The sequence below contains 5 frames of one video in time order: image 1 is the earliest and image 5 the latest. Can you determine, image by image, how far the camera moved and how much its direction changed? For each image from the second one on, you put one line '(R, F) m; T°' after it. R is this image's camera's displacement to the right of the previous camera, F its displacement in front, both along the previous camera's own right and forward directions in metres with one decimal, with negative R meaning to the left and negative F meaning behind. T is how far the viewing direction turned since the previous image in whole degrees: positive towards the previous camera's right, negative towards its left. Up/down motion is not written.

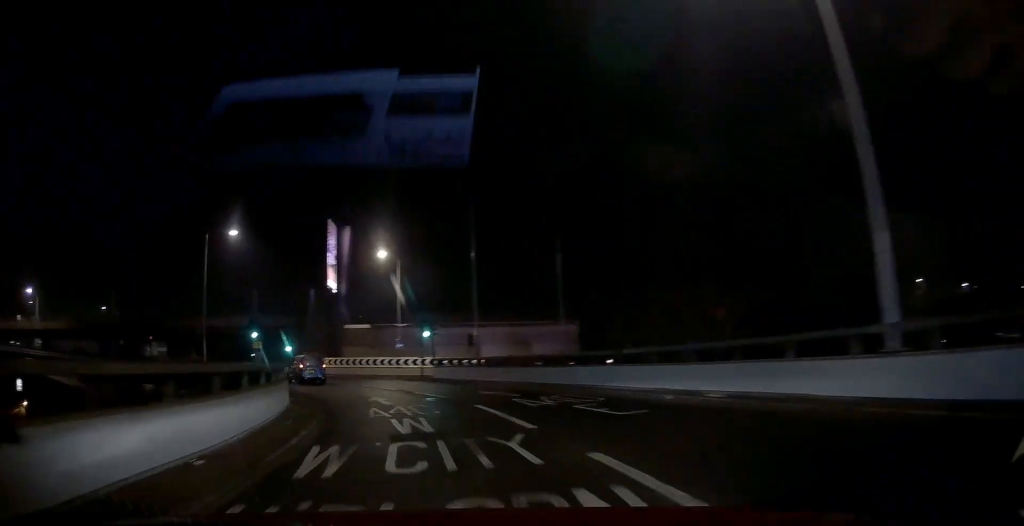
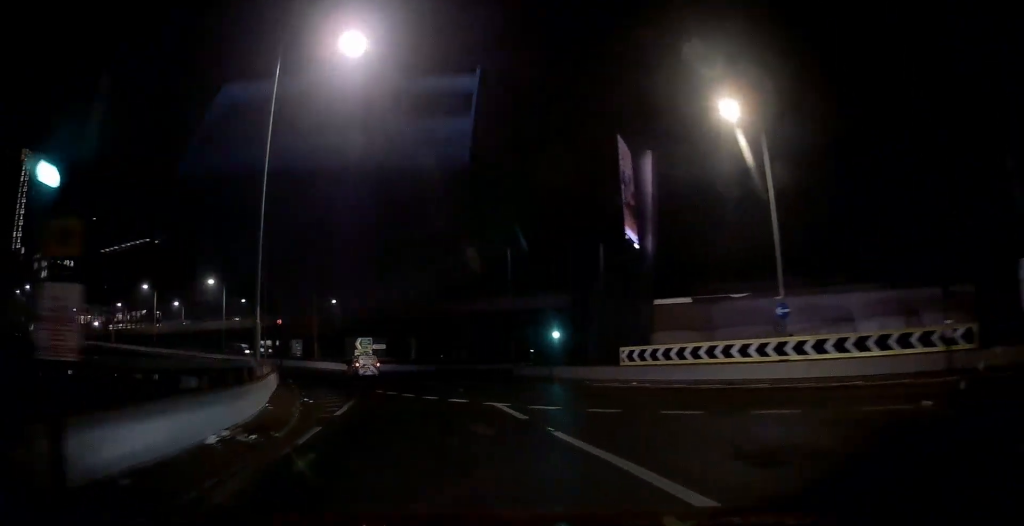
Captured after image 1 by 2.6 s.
(-8.0, +28.6) m; -30°
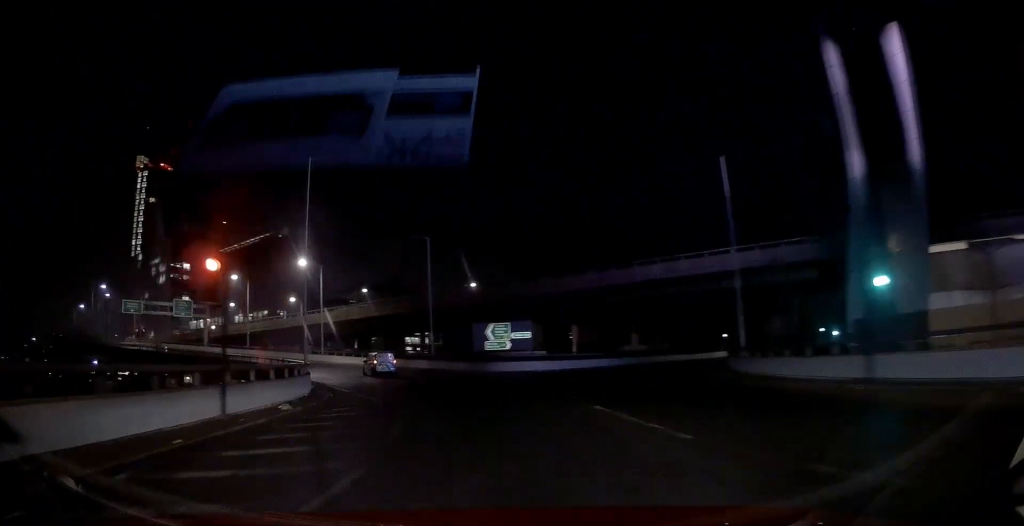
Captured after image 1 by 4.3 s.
(-3.1, +21.1) m; -16°
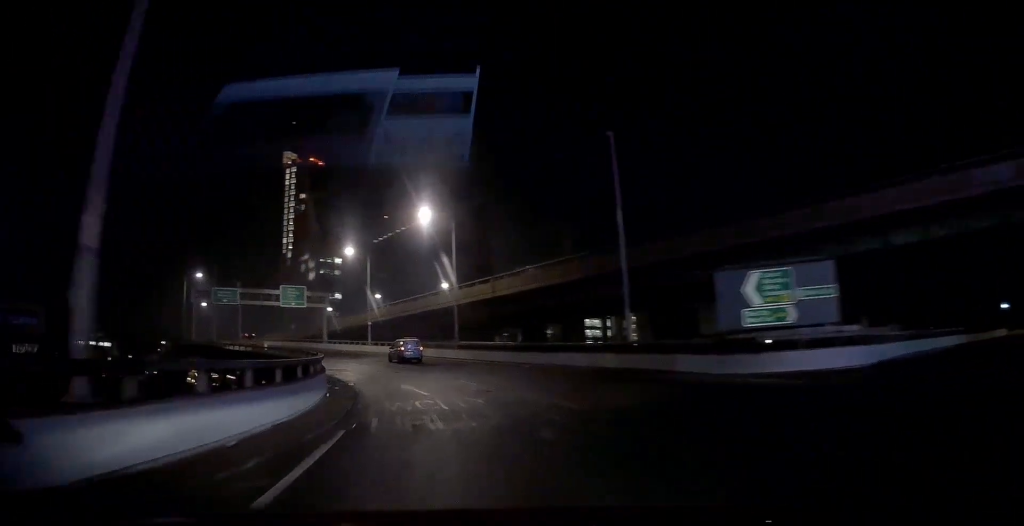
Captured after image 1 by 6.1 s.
(-3.2, +22.1) m; -18°
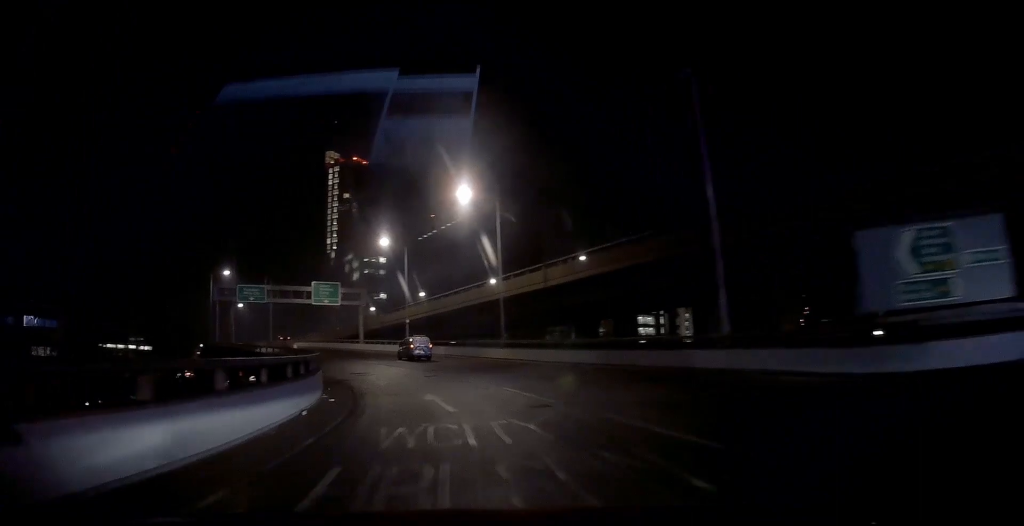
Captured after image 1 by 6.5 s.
(-0.4, +6.3) m; -5°
